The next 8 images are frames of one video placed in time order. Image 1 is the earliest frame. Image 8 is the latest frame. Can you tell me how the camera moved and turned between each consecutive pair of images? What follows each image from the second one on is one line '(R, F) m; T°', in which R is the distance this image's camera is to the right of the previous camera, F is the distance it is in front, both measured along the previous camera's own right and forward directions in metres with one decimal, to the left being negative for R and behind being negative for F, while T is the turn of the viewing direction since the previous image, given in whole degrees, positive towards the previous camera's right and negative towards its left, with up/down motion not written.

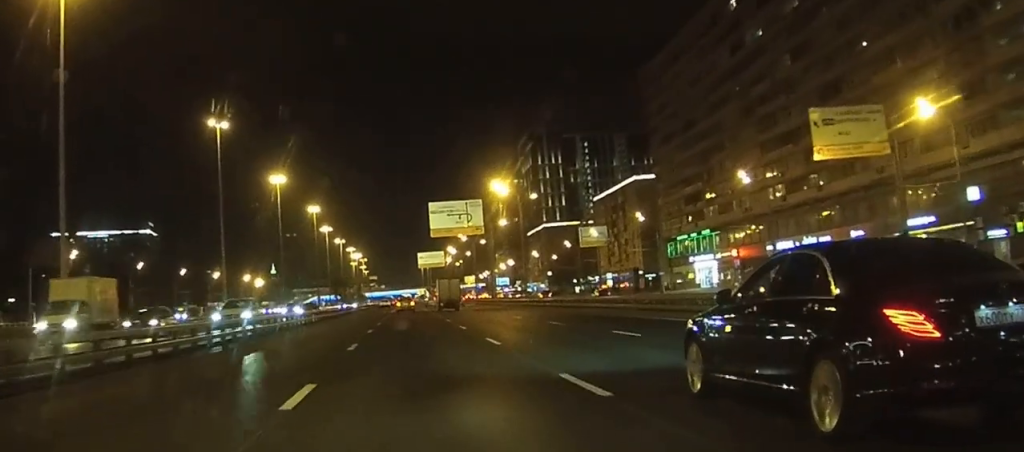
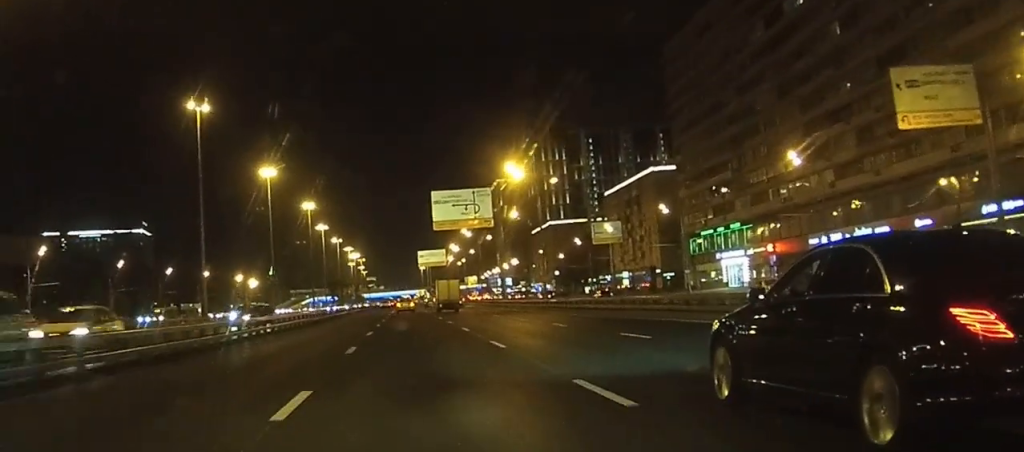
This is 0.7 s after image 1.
(0.0, +13.0) m; 0°
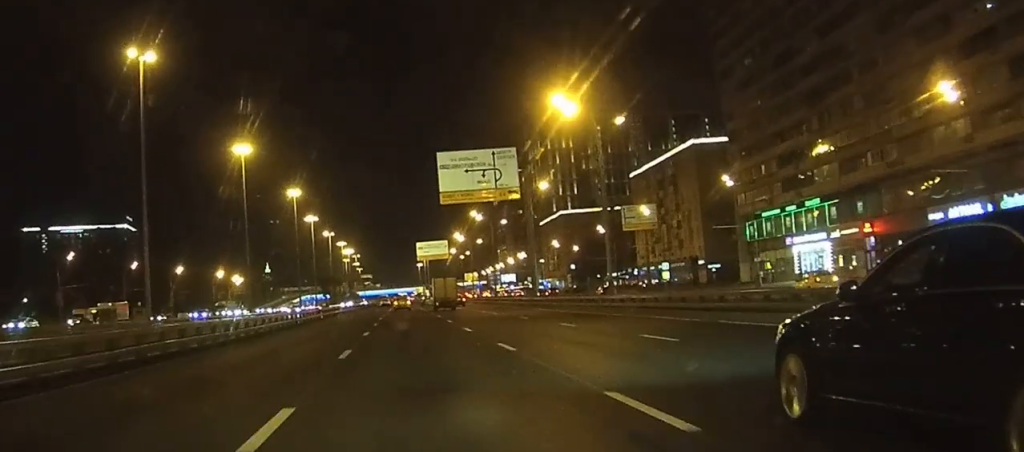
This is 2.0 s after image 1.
(0.0, +26.0) m; 0°
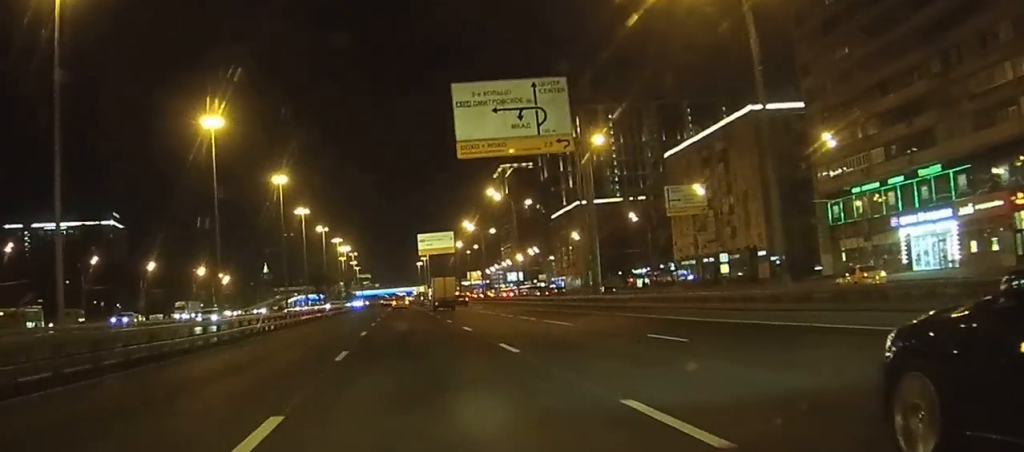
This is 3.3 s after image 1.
(0.0, +24.8) m; 0°
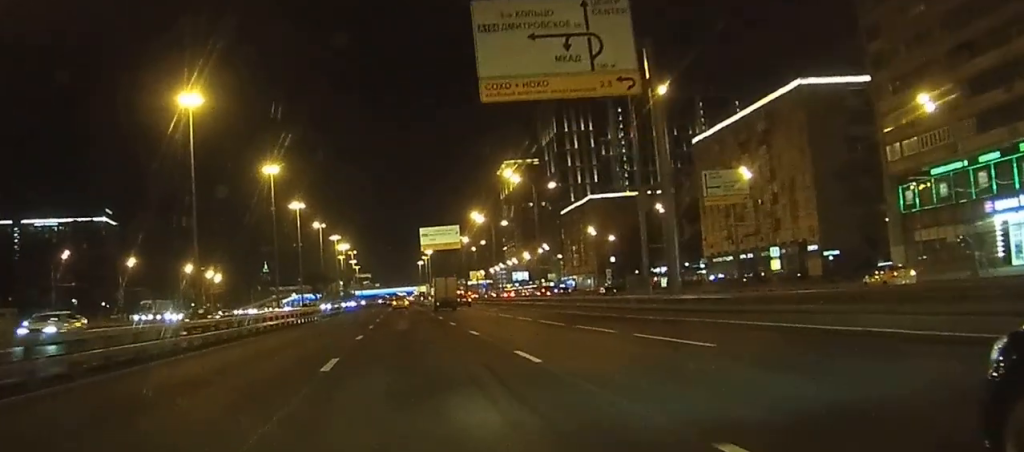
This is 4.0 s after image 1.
(0.0, +15.0) m; 0°
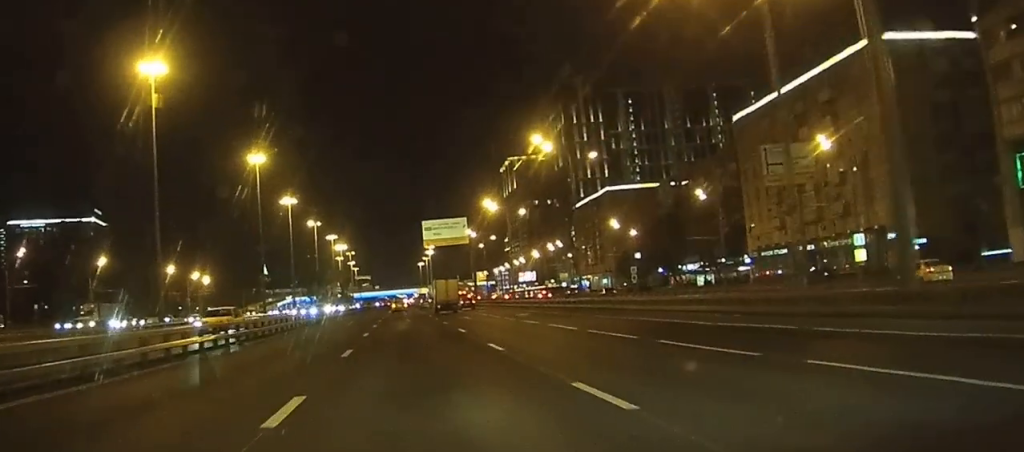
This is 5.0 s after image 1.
(0.0, +18.3) m; 0°
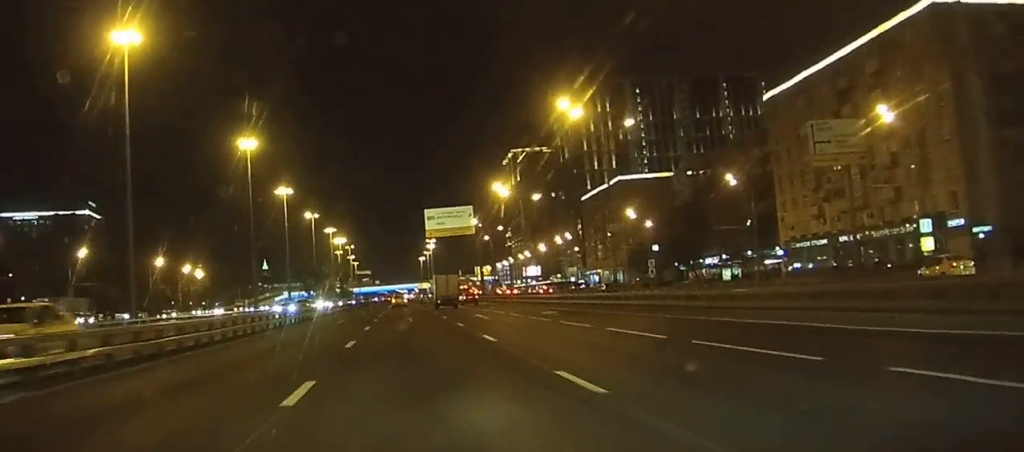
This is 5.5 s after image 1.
(0.0, +10.5) m; 0°
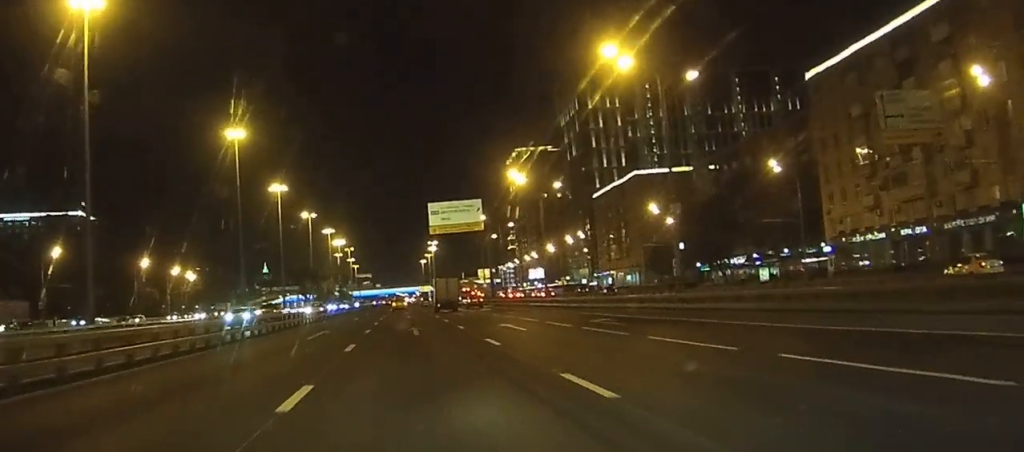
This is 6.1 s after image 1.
(0.0, +12.5) m; 0°
